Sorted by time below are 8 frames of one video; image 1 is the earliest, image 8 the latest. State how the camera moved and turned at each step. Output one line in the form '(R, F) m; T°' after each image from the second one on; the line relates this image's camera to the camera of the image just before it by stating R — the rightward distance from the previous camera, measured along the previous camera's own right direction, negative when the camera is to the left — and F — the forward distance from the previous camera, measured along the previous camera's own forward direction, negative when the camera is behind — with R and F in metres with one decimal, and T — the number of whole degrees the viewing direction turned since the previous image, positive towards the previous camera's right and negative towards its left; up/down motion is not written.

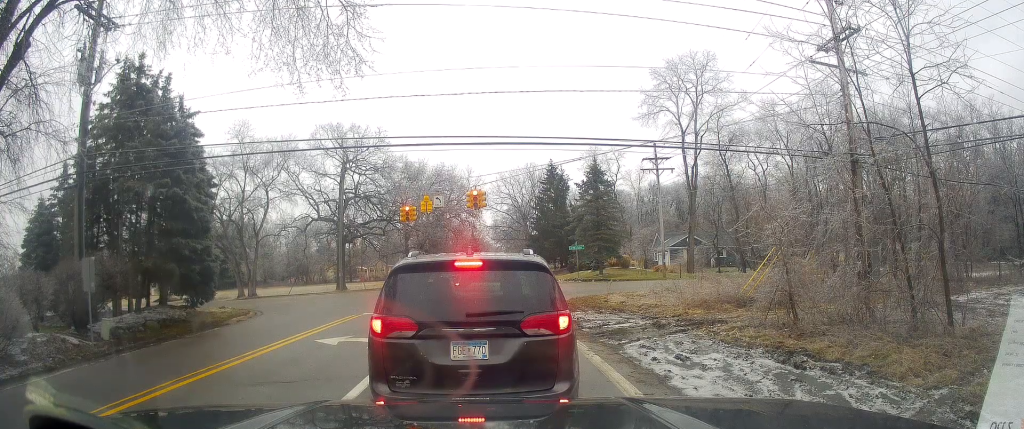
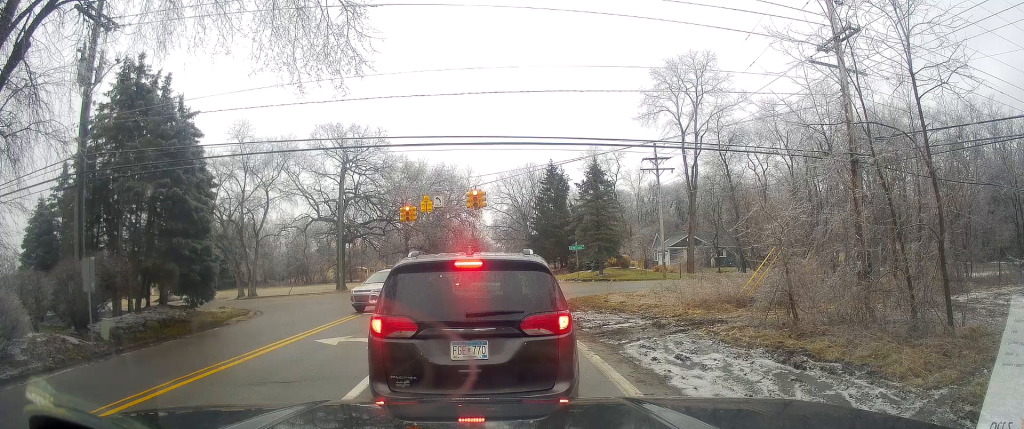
(0.0, 0.0) m; 0°
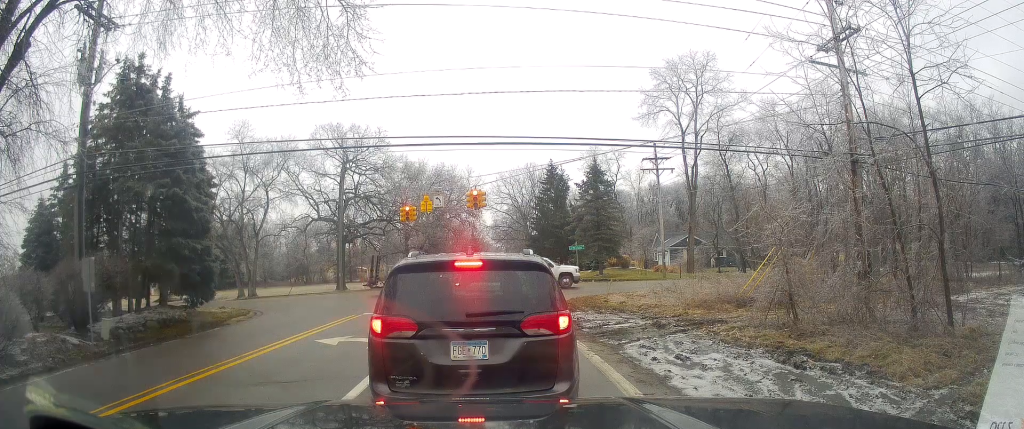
(0.0, 0.0) m; 0°
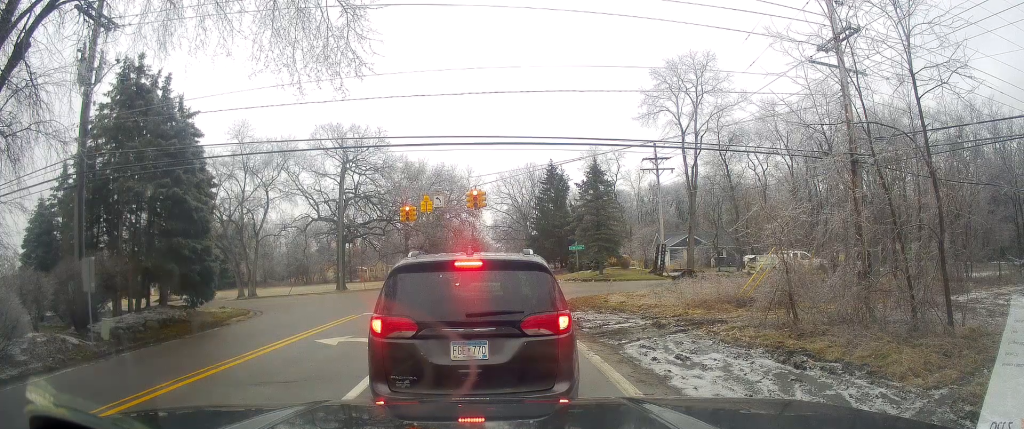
(0.0, 0.0) m; 0°
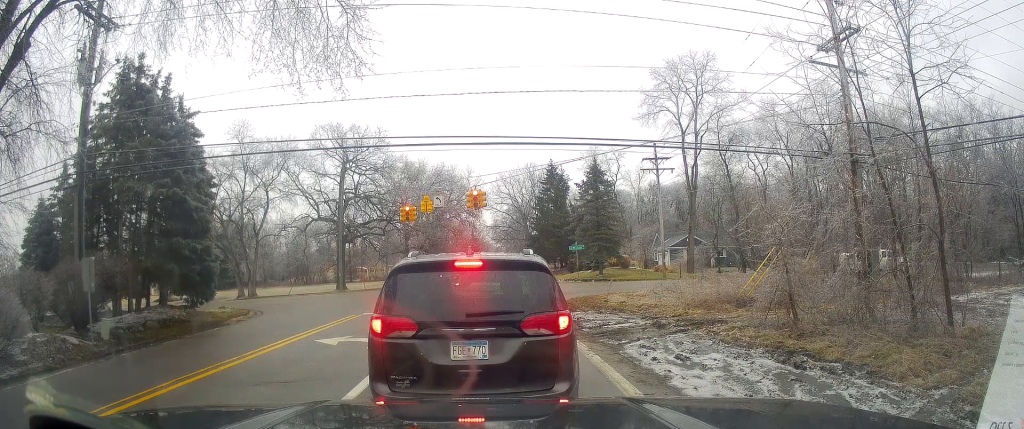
(0.0, 0.0) m; 0°
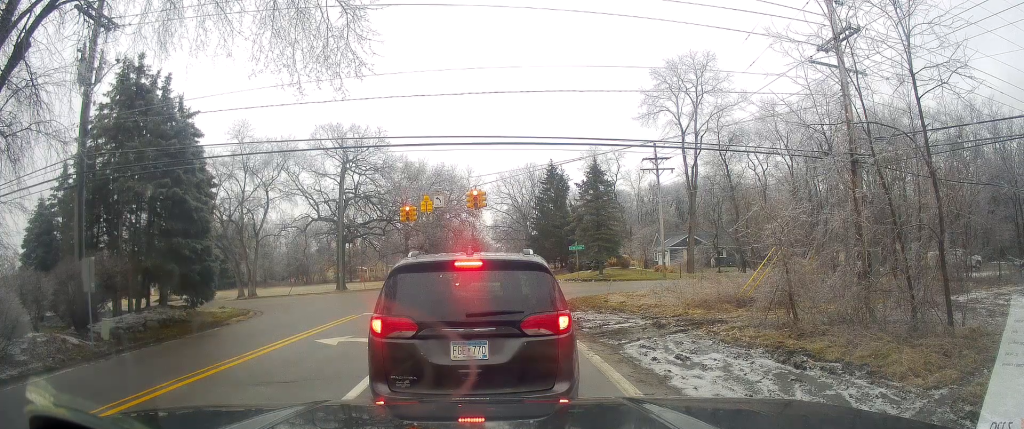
(0.0, 0.0) m; 0°
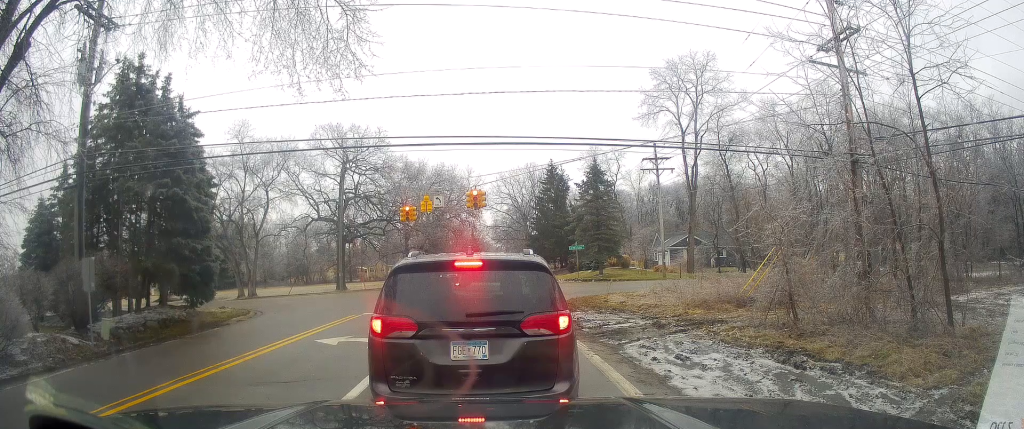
(0.0, 0.0) m; 0°
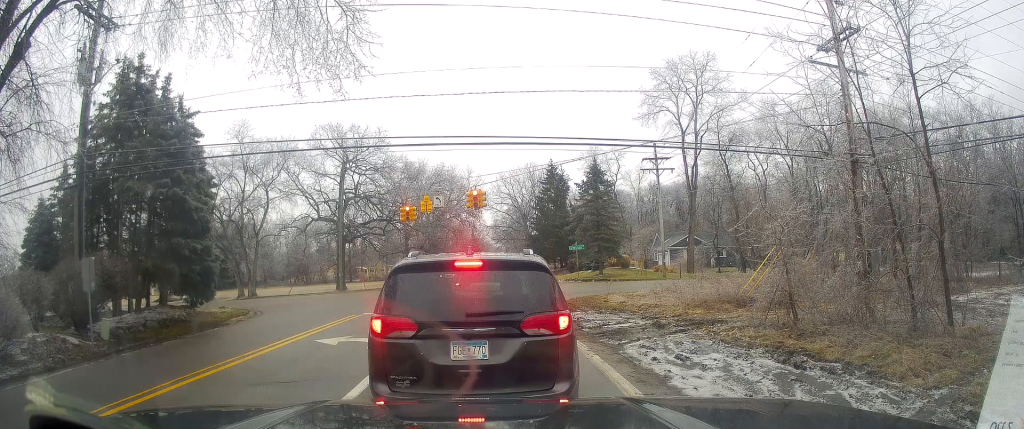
(0.0, 0.0) m; 0°
